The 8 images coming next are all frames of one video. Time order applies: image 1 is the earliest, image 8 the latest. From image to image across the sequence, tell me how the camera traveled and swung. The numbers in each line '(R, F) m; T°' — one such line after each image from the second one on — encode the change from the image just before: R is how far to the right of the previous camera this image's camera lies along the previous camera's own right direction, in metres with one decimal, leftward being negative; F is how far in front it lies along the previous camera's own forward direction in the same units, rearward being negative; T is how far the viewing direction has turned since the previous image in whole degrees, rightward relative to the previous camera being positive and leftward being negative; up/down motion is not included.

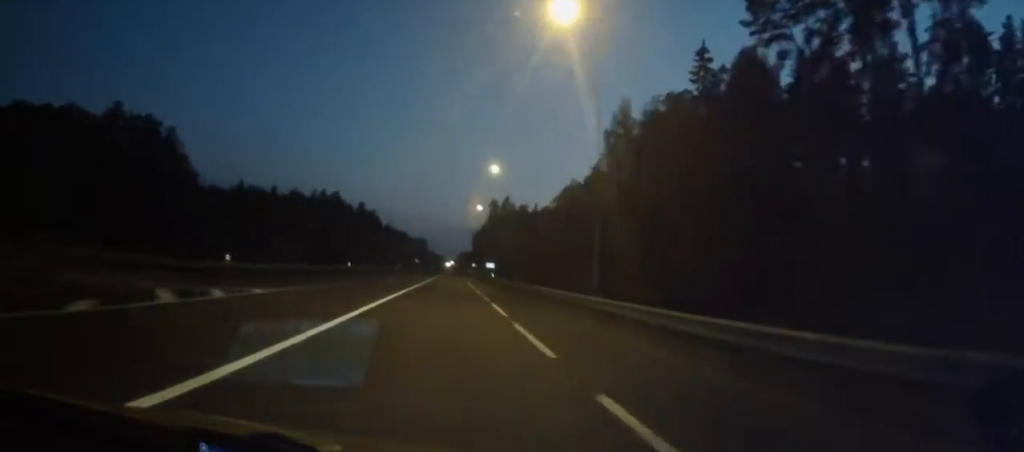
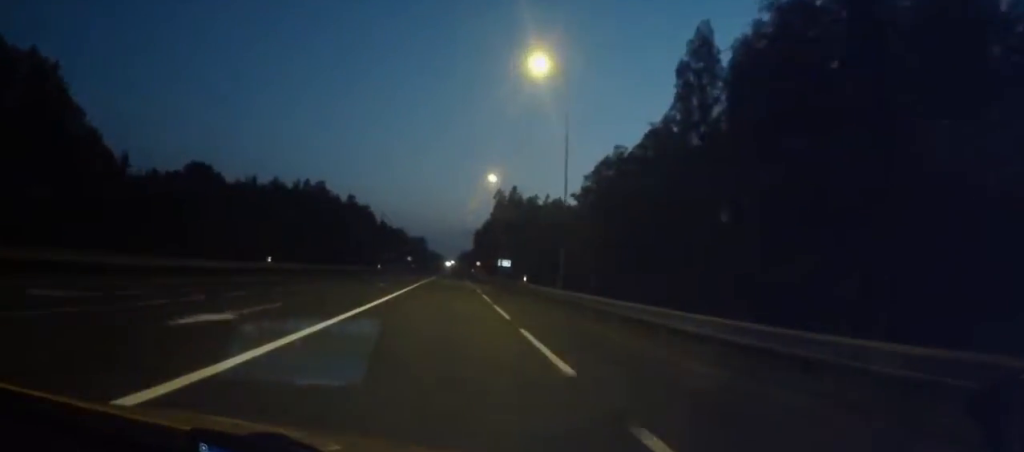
(+0.2, +28.3) m; +1°
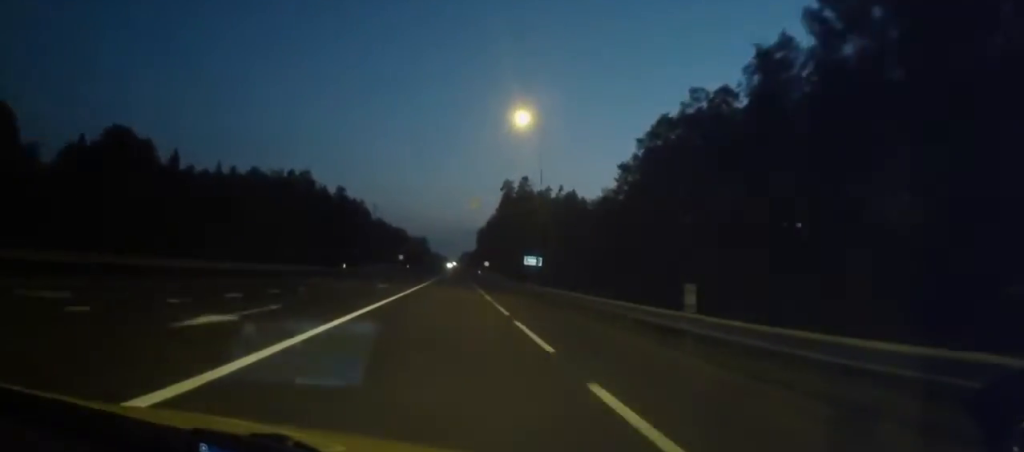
(0.0, +24.6) m; 0°
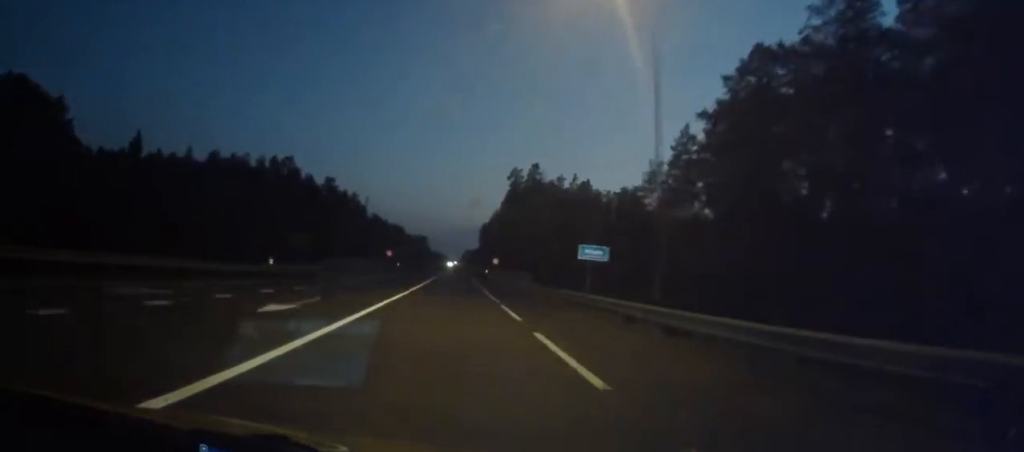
(0.0, +20.9) m; 0°
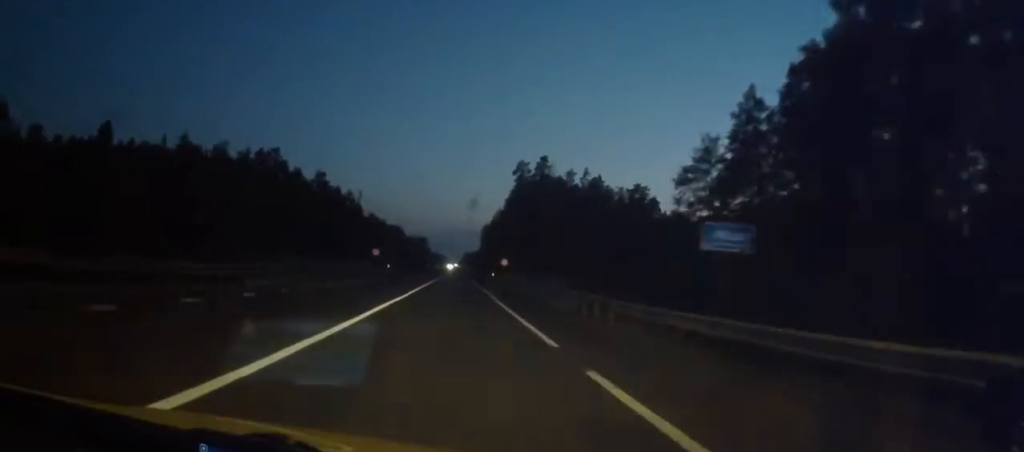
(0.0, +14.2) m; 0°
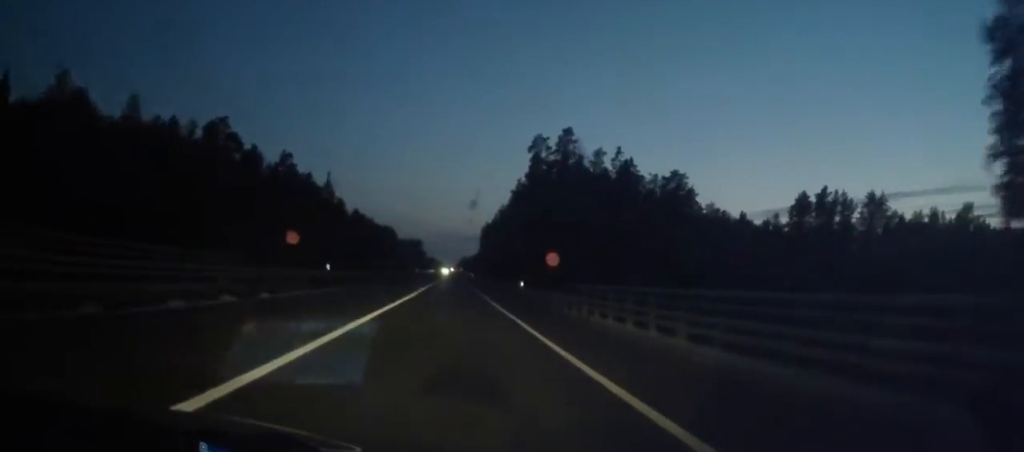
(0.0, +35.0) m; 0°
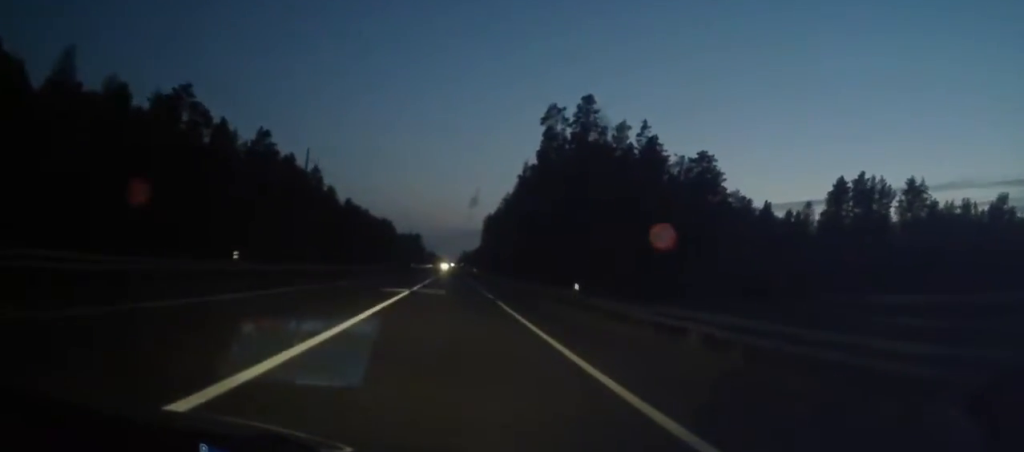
(-0.1, +18.0) m; 0°
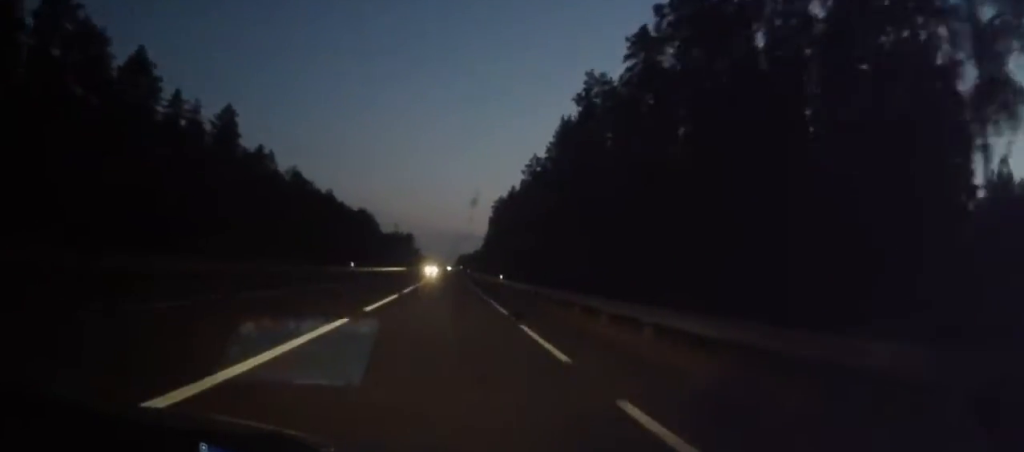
(+0.4, +73.0) m; 0°
